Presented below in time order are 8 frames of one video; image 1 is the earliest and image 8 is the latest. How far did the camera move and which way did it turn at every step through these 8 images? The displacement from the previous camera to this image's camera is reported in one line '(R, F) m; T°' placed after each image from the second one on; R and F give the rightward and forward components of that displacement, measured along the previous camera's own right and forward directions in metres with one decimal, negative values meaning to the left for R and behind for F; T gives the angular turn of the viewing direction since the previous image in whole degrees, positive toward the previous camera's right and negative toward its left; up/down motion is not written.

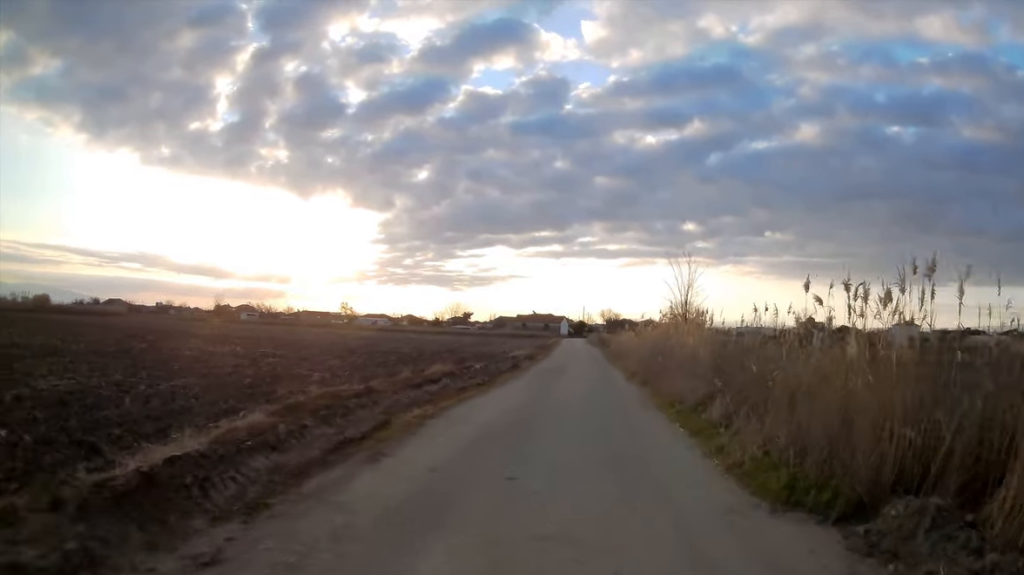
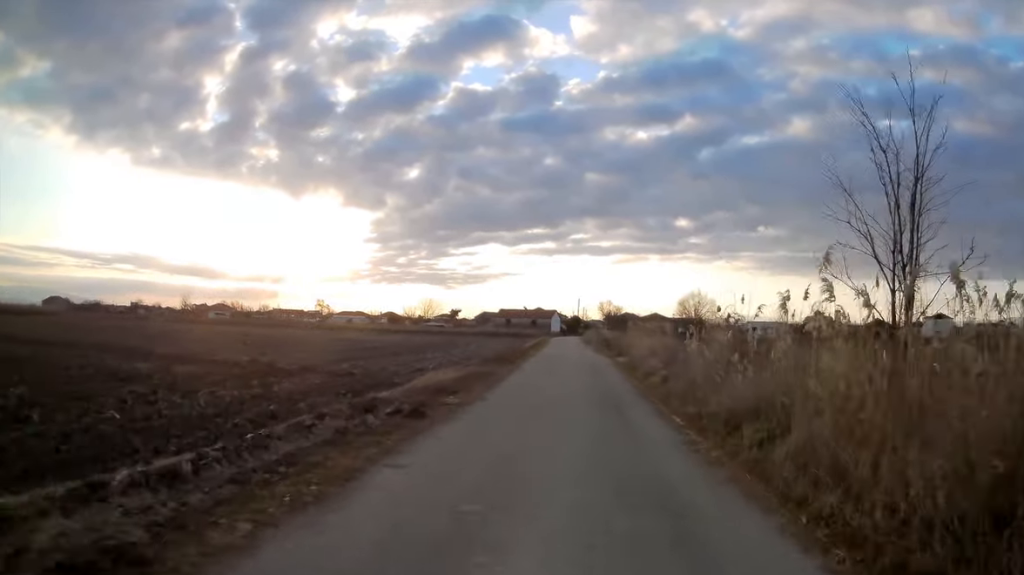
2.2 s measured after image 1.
(+0.7, +25.2) m; +1°
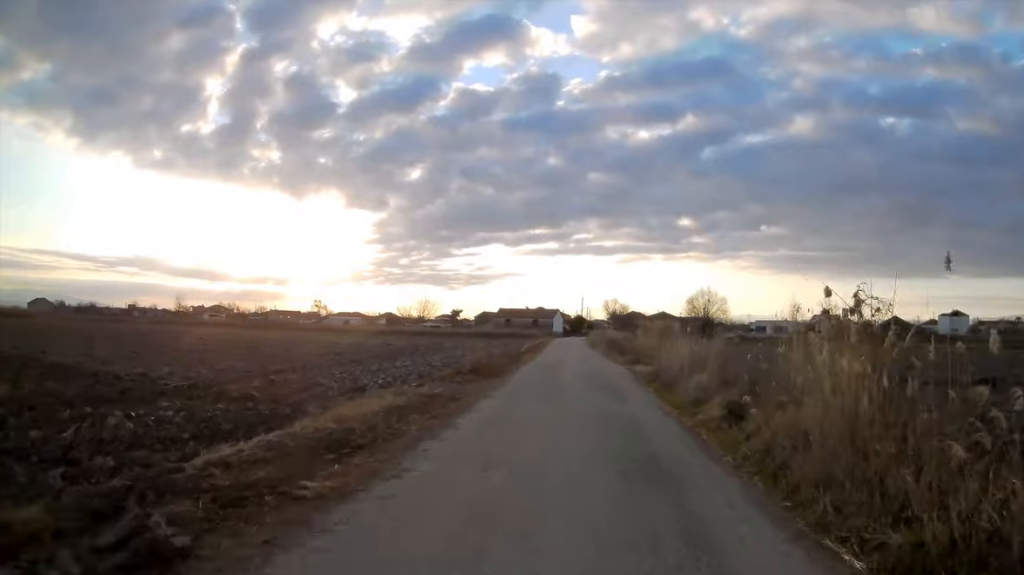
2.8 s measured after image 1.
(-0.2, +7.5) m; 0°
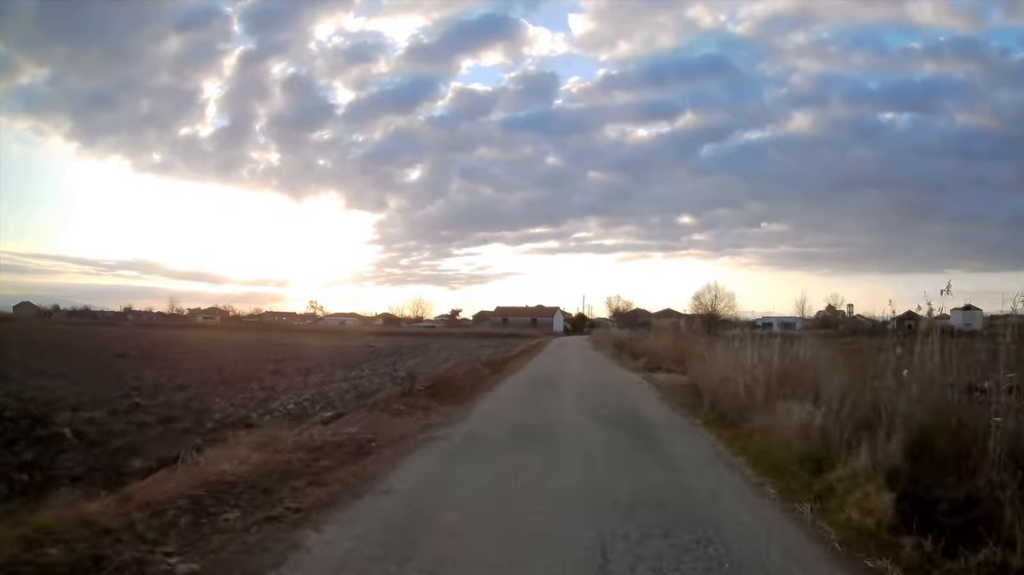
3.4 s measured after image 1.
(0.0, +6.4) m; 0°
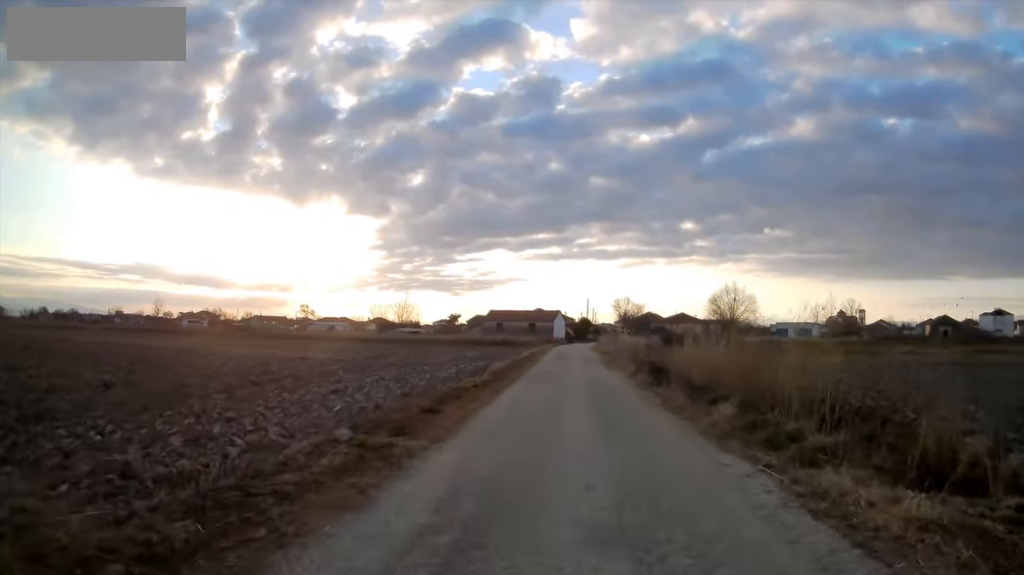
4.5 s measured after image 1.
(+0.2, +14.2) m; 0°
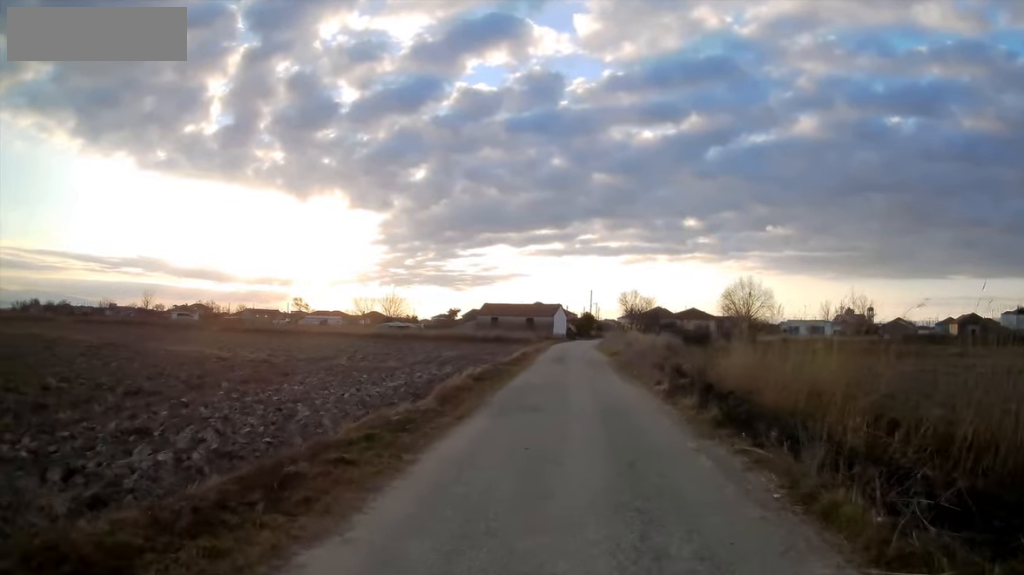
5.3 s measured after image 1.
(-0.1, +9.7) m; -1°
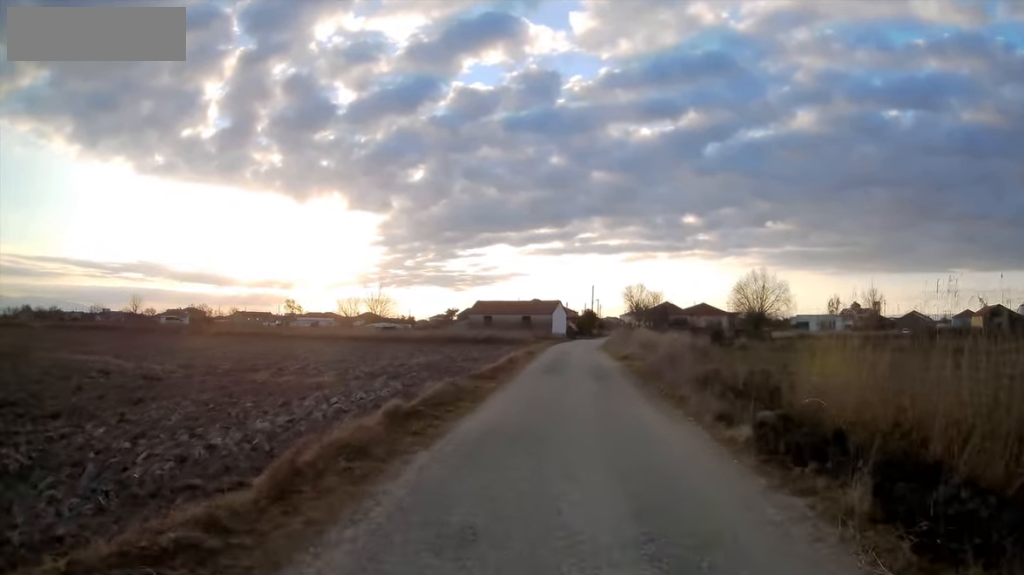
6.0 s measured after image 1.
(-0.3, +8.5) m; 0°
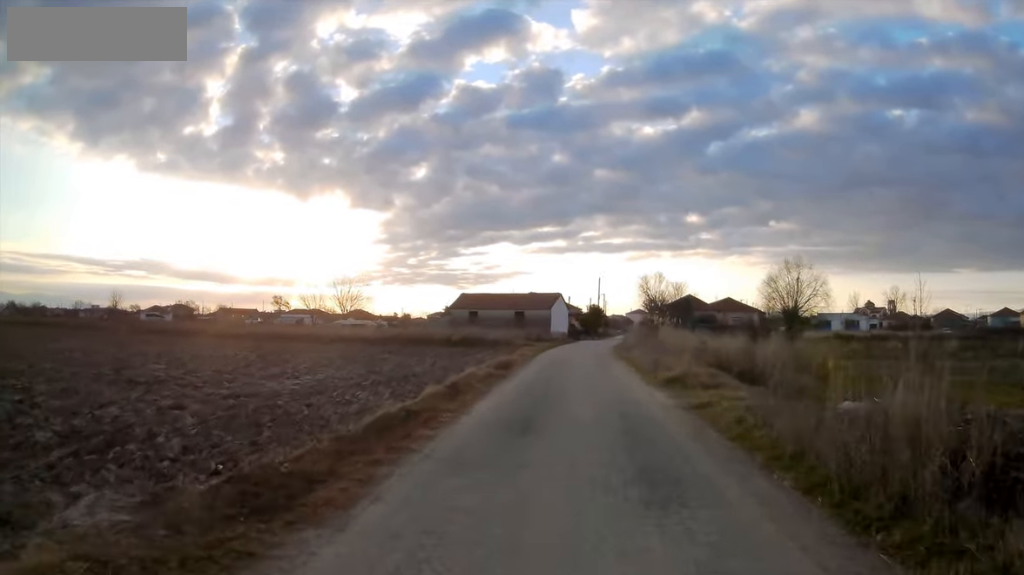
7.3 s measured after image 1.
(+0.3, +15.7) m; 0°
